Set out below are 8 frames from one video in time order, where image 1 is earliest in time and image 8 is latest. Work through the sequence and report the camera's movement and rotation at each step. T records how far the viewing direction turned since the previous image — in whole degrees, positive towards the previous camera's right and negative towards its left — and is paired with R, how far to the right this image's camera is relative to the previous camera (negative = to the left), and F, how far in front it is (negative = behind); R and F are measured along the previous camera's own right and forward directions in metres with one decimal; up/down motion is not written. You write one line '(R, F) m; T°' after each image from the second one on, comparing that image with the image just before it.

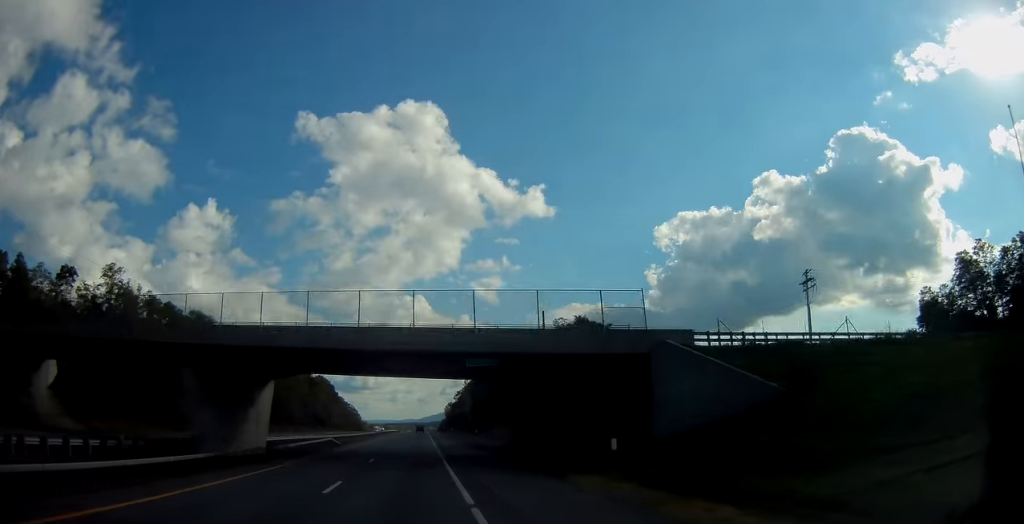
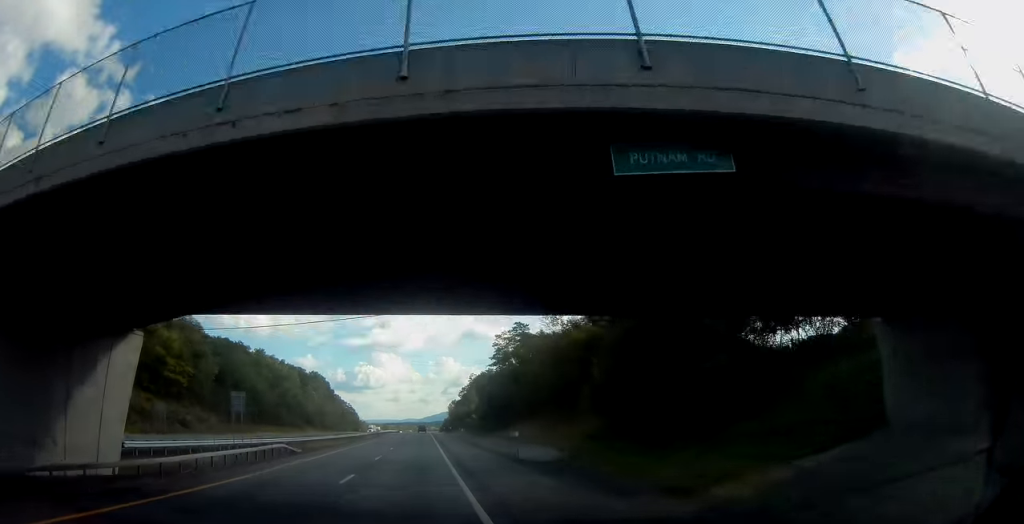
(0.0, +22.1) m; 0°
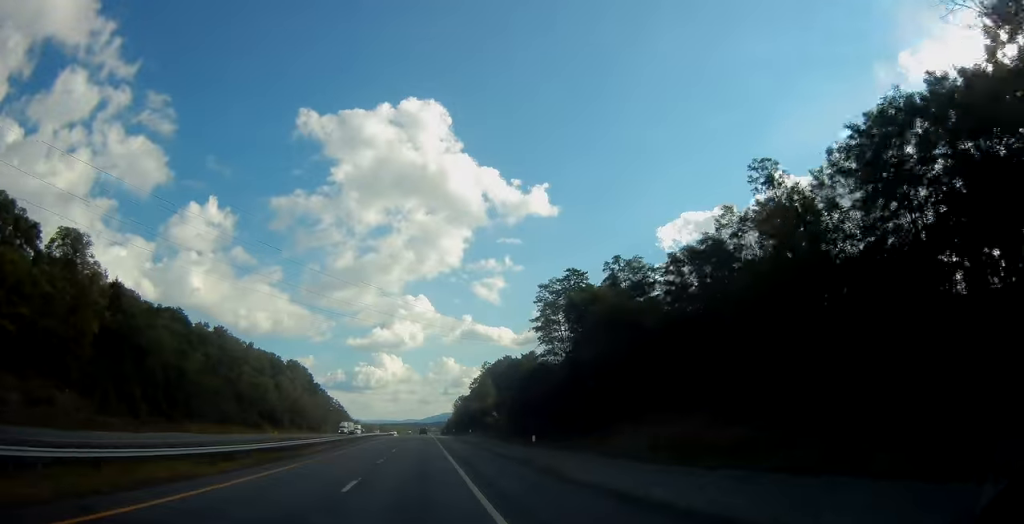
(0.0, +50.9) m; -1°
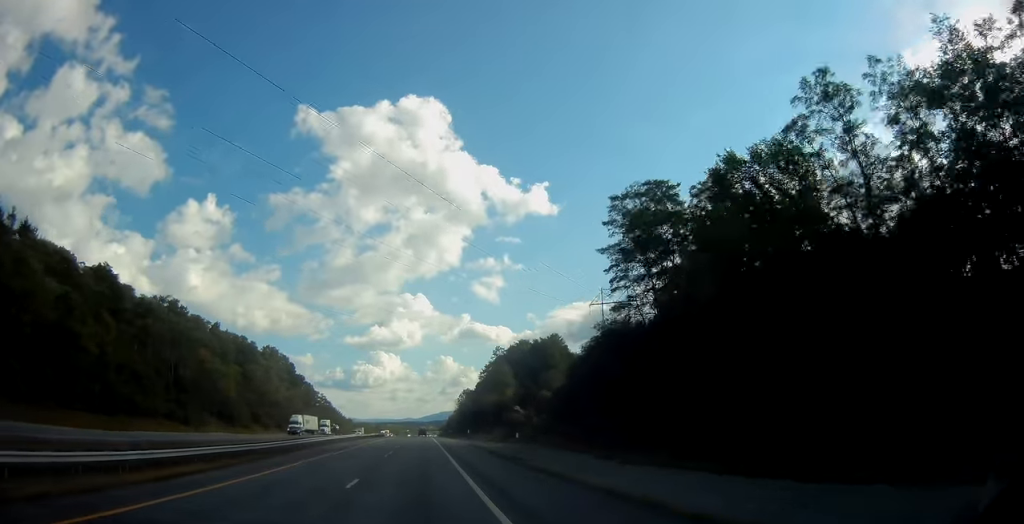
(0.0, +35.6) m; +1°
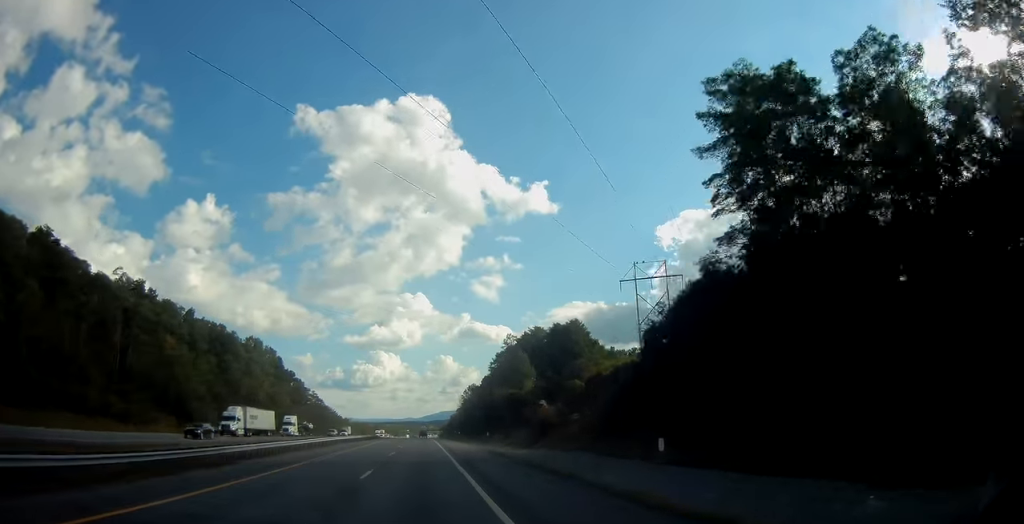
(+0.3, +21.2) m; 0°
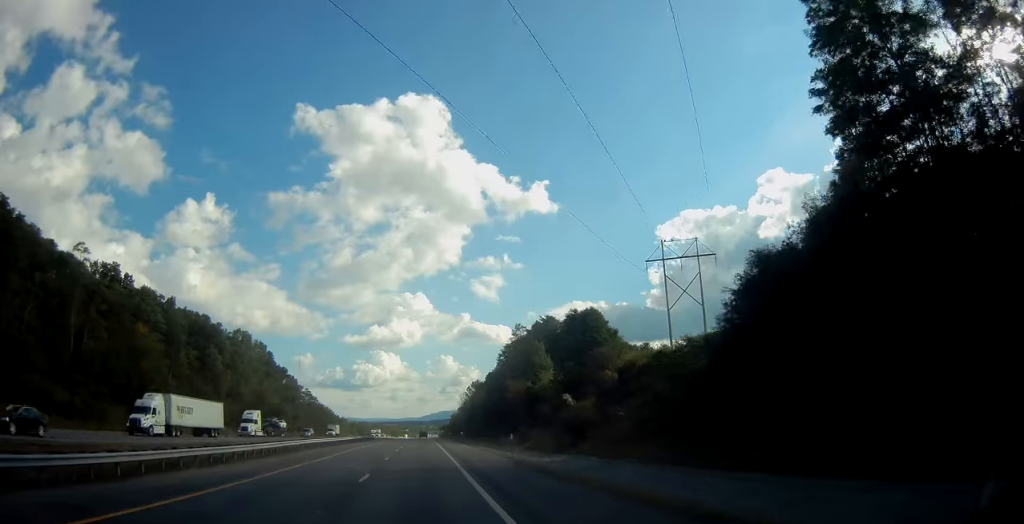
(-0.1, +13.5) m; 0°
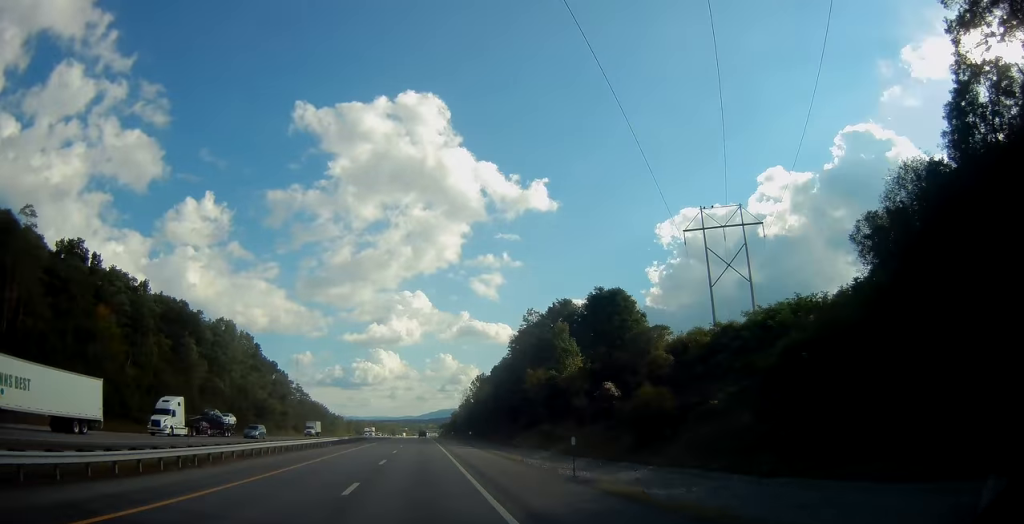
(-0.1, +15.4) m; 0°
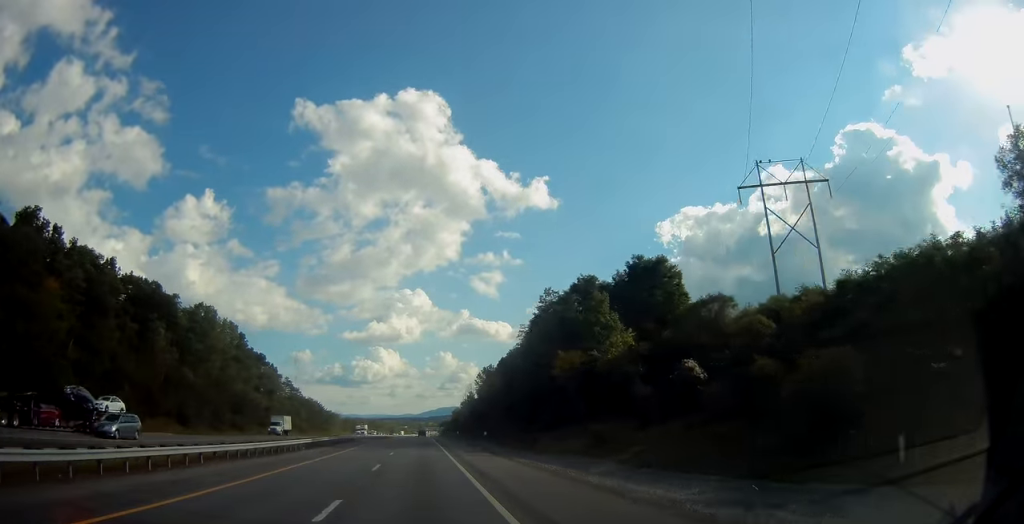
(0.0, +16.4) m; 0°
